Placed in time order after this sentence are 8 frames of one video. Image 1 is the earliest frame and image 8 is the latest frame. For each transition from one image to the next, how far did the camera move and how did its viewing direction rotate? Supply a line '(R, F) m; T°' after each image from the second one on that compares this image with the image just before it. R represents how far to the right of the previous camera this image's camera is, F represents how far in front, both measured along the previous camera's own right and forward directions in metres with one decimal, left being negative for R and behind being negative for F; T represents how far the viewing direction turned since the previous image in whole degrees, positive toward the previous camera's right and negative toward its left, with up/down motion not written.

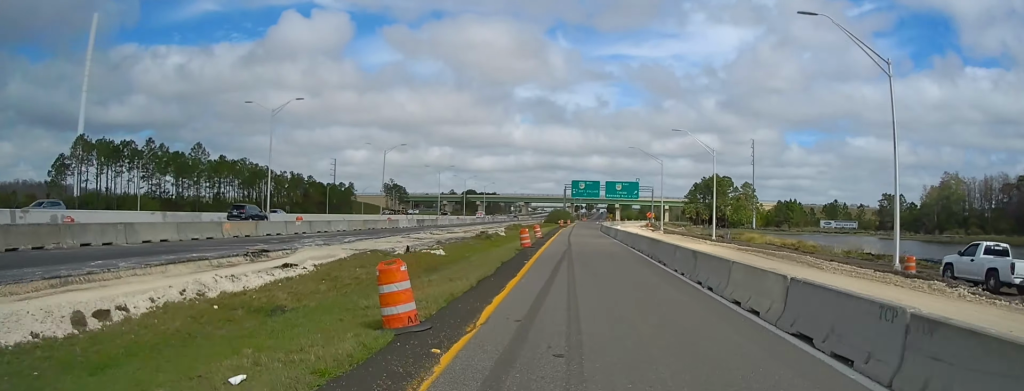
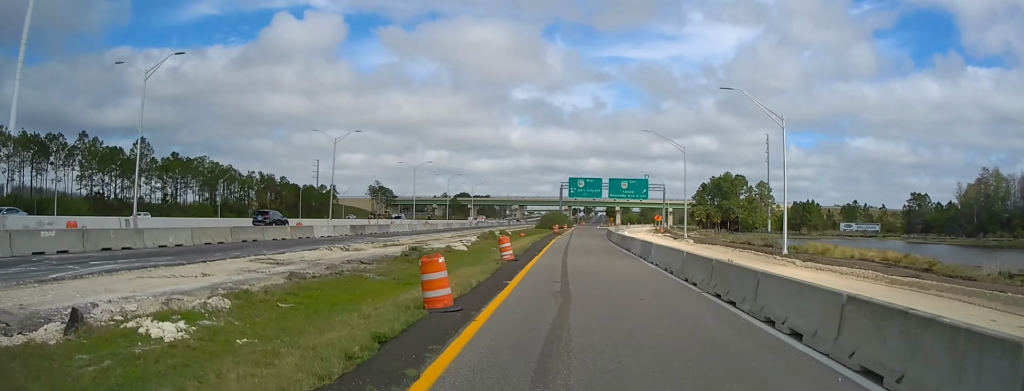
(+0.1, +21.8) m; +1°
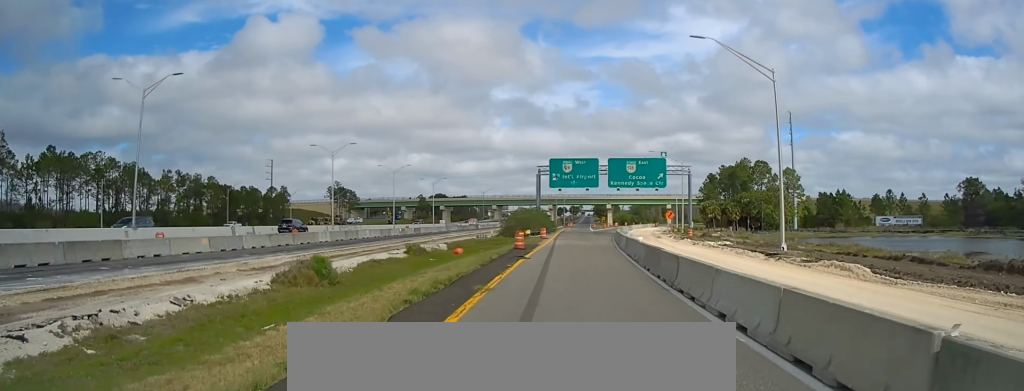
(+0.4, +38.9) m; +2°
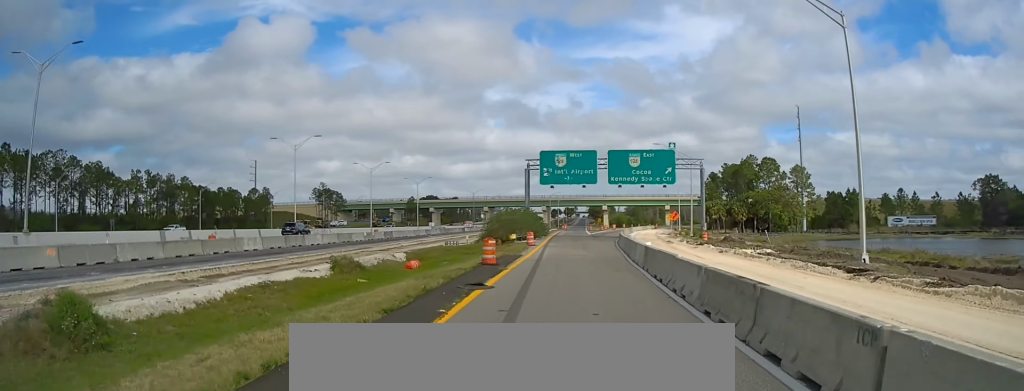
(-0.3, +11.4) m; +1°
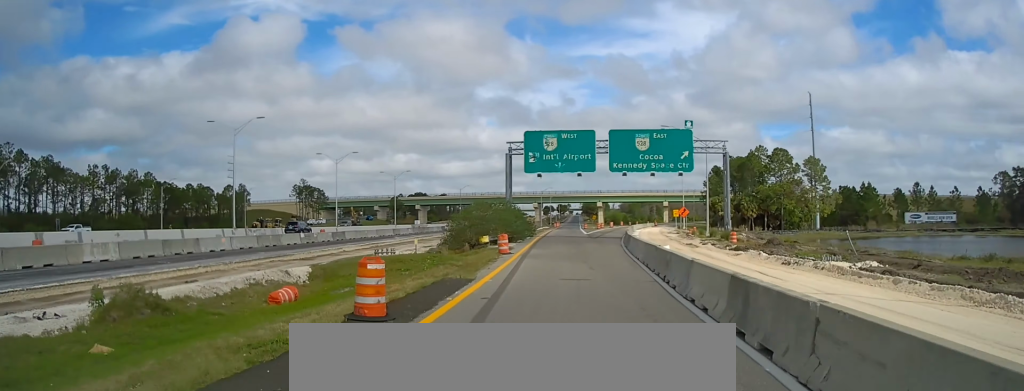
(+0.6, +14.2) m; +1°
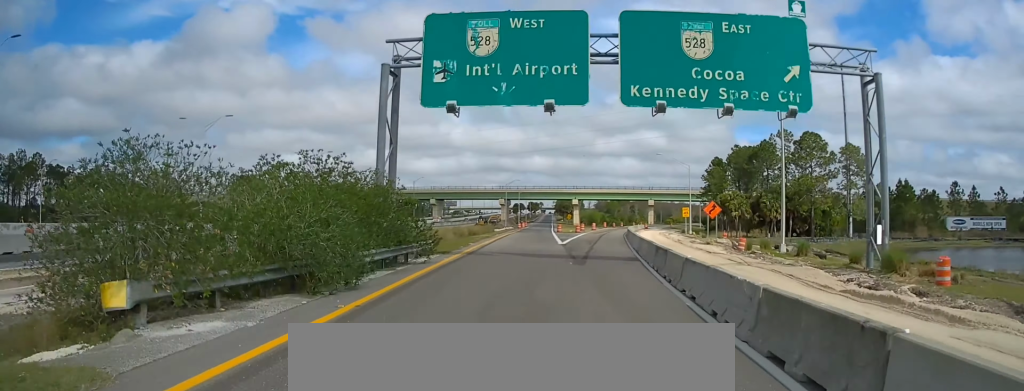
(+0.7, +33.2) m; +2°
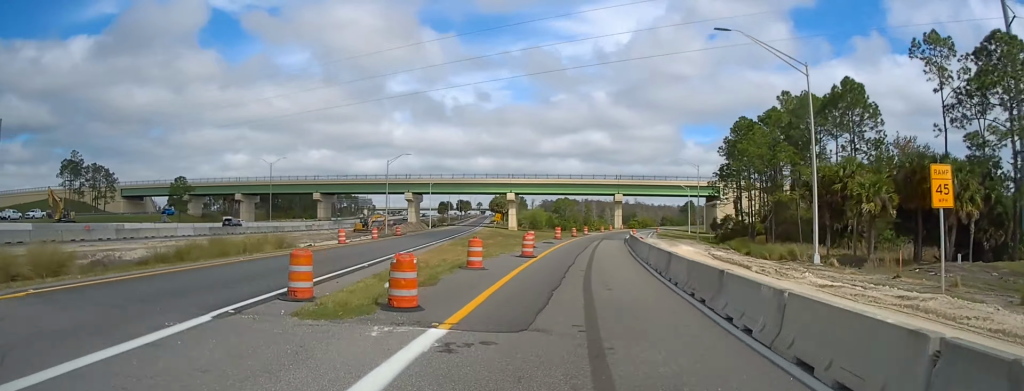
(+2.9, +67.2) m; +5°
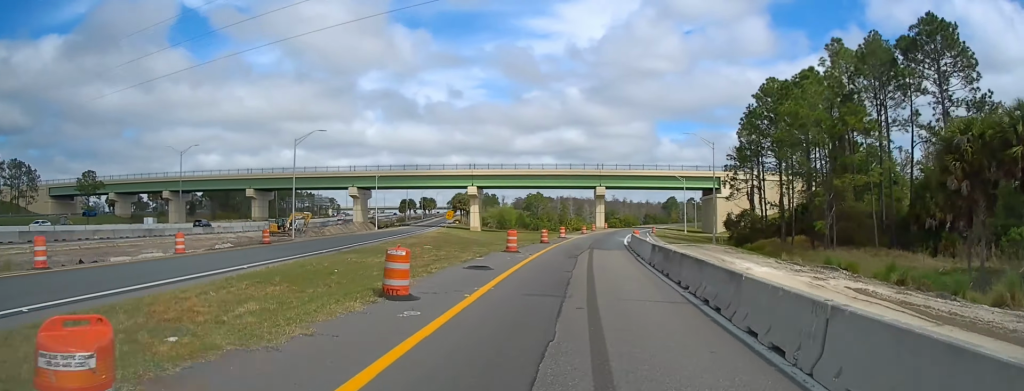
(+0.7, +25.5) m; +2°
